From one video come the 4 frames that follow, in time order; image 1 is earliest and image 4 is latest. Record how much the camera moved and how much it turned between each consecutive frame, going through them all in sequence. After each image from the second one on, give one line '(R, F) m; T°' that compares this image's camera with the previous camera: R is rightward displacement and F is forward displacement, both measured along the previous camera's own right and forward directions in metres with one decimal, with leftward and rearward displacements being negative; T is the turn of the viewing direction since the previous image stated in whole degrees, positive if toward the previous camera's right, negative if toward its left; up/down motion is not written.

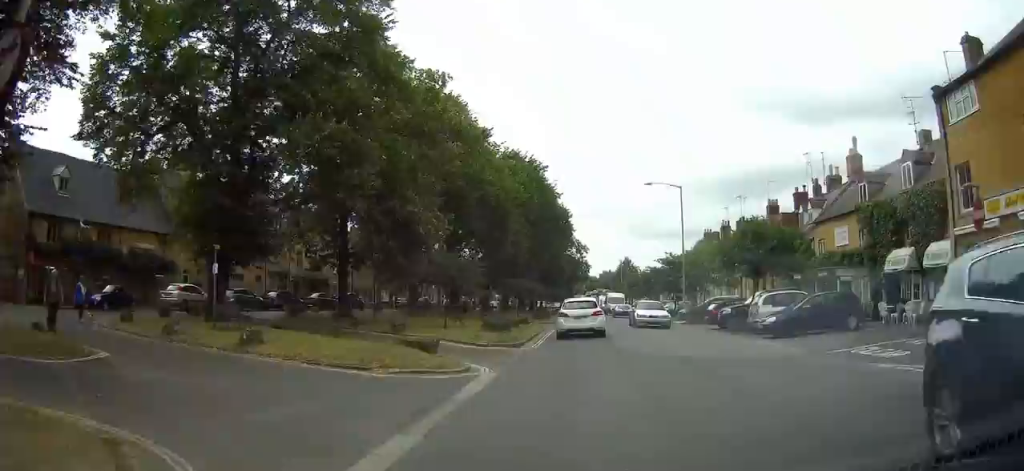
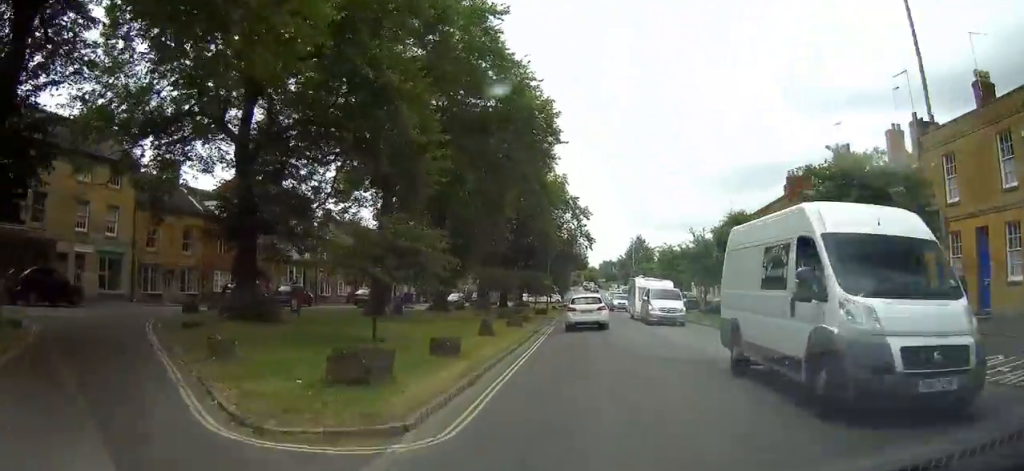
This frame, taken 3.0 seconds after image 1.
(+0.1, +36.8) m; +1°
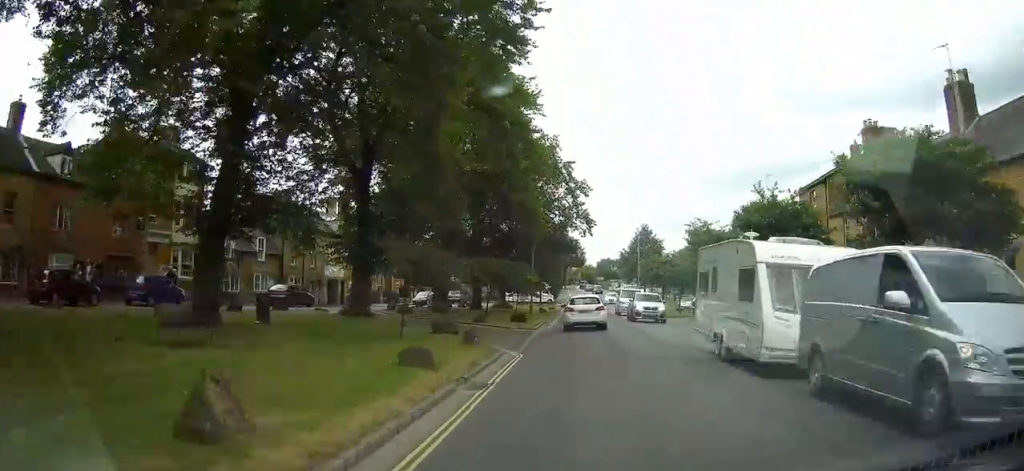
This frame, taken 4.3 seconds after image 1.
(0.0, +15.7) m; 0°
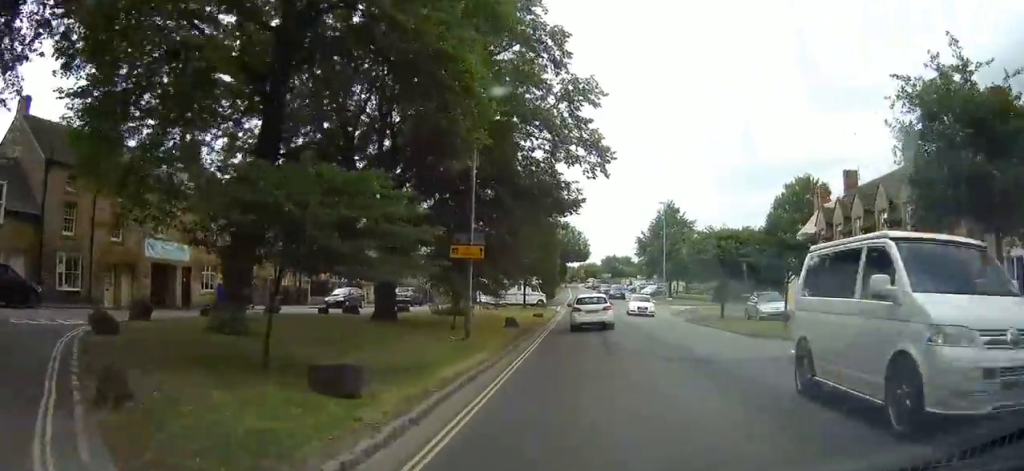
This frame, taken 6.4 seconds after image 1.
(+0.1, +26.0) m; +1°
